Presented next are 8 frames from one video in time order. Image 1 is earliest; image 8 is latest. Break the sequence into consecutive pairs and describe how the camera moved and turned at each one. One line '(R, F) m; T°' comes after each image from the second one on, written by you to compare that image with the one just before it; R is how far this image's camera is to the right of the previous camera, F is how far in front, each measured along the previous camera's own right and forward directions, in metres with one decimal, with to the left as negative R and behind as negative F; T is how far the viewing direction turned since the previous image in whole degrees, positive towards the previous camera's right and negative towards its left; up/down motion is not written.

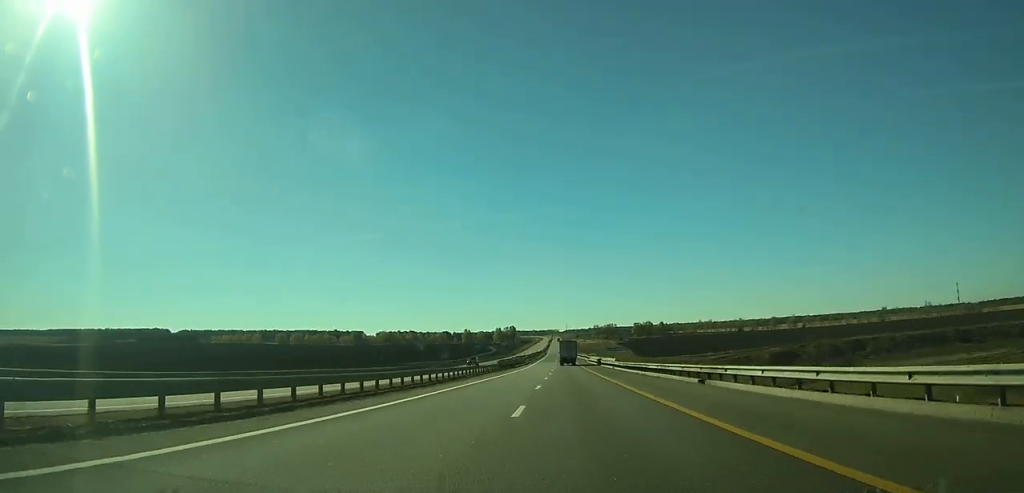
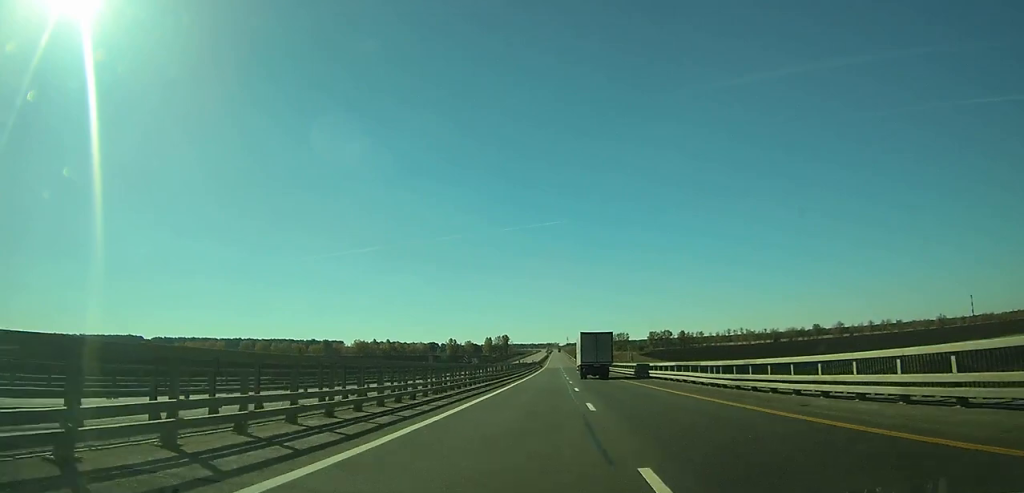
(-0.4, +115.5) m; 0°
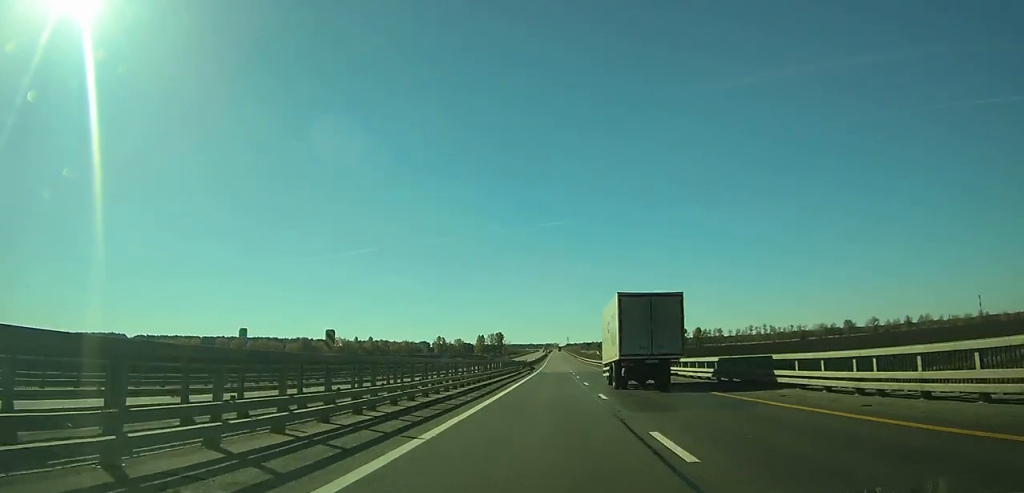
(+0.2, +68.1) m; 0°
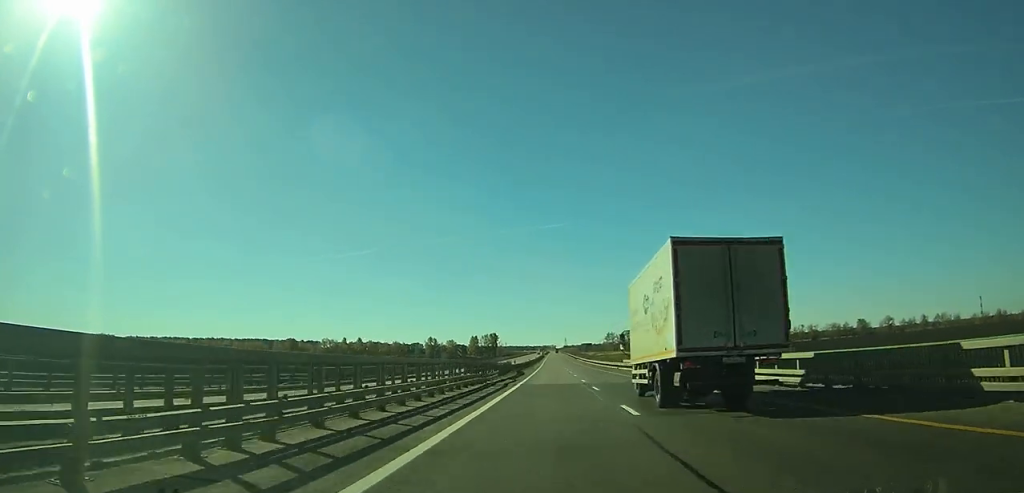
(0.0, +29.5) m; 0°
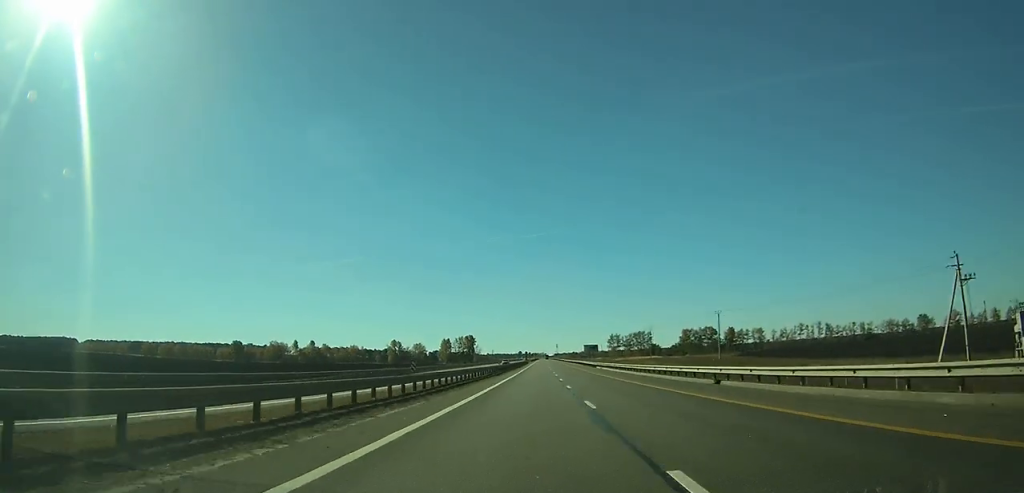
(+0.4, +103.8) m; +1°
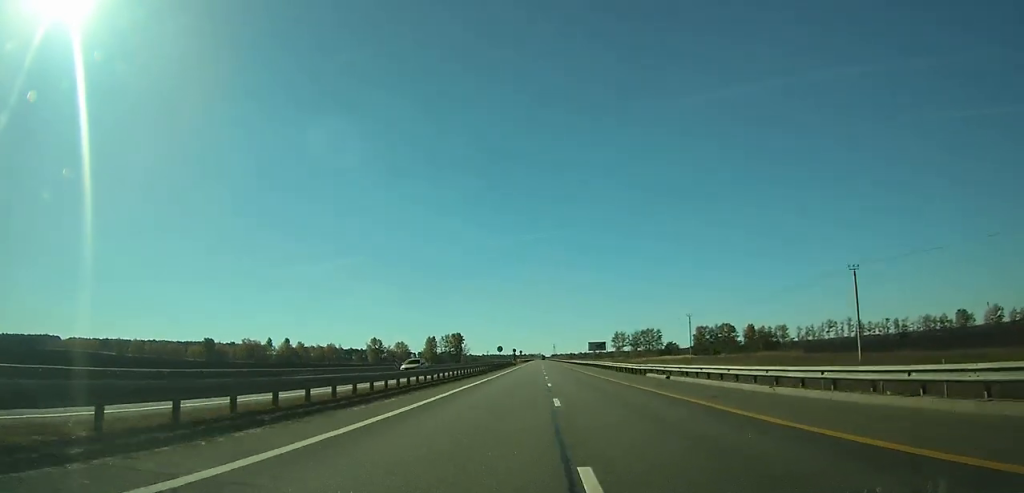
(+0.2, +47.1) m; 0°
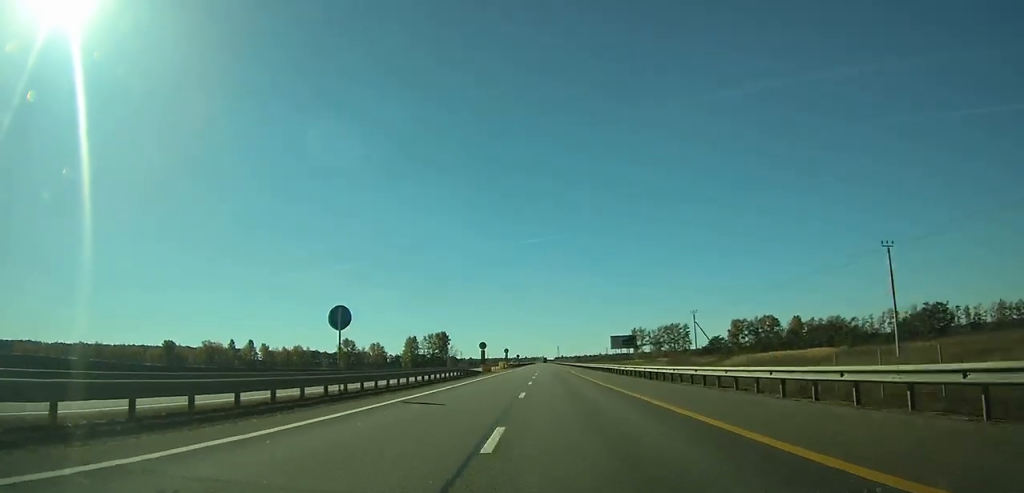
(+0.3, +66.8) m; 0°
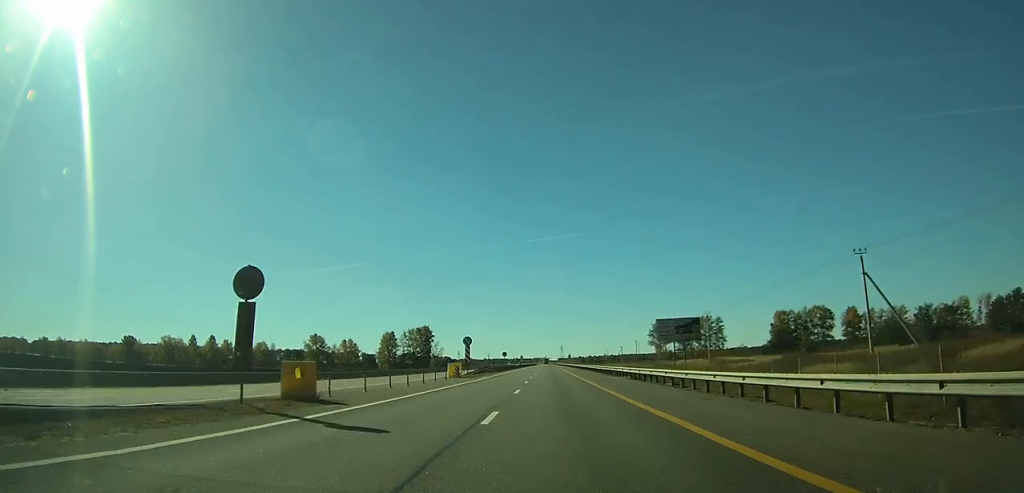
(0.0, +55.2) m; 0°
